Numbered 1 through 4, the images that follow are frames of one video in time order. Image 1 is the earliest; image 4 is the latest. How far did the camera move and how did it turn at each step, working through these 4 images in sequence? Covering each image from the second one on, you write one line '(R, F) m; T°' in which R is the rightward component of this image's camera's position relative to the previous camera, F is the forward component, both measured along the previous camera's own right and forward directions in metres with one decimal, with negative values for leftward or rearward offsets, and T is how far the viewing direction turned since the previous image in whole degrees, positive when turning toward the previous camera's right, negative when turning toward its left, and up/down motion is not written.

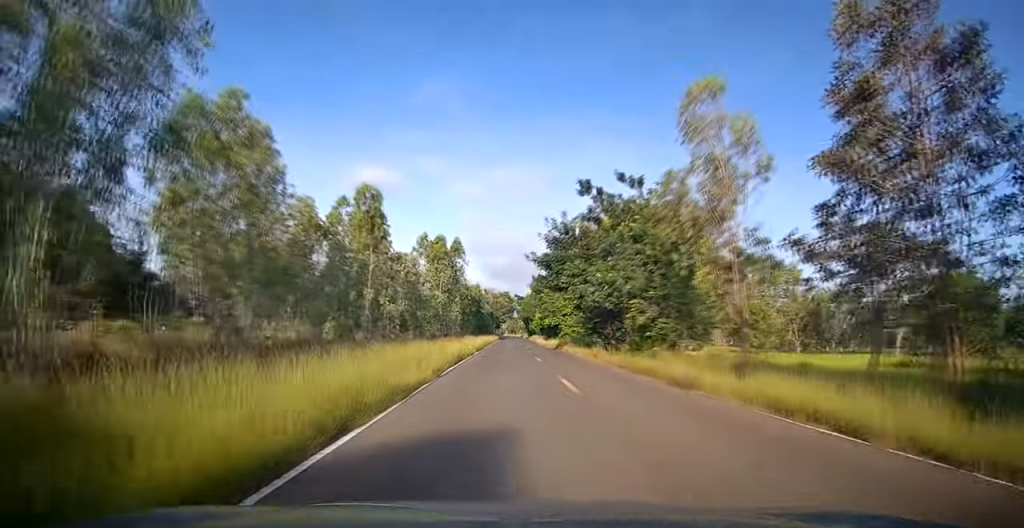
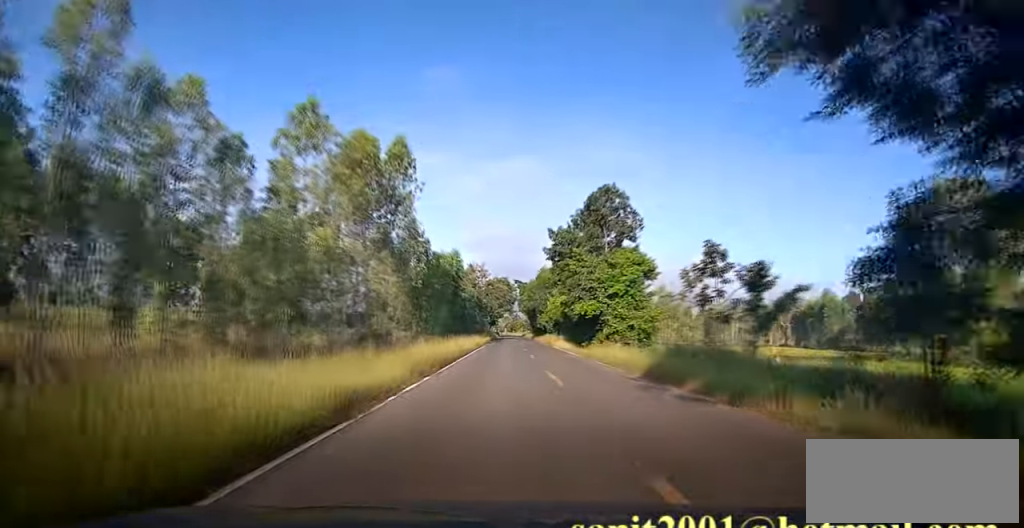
(-0.3, +34.9) m; 0°
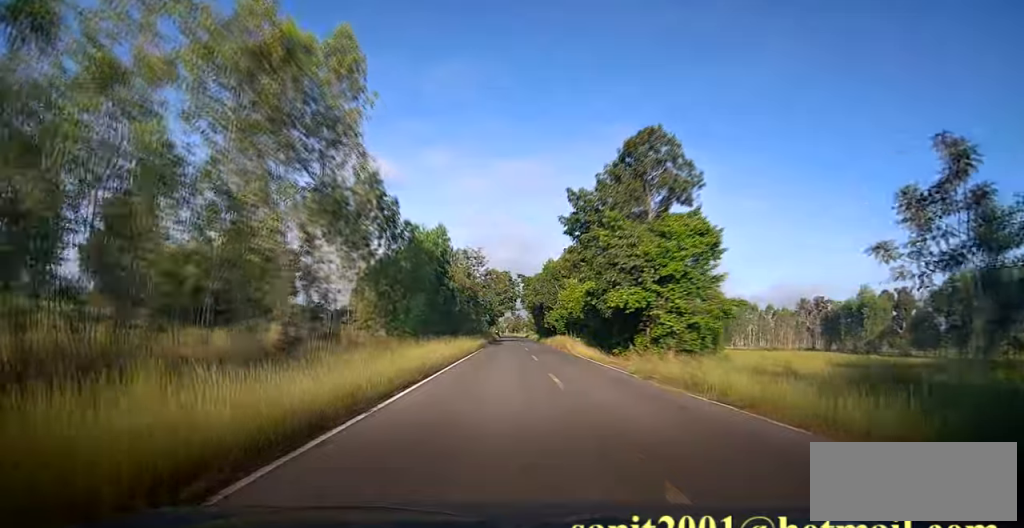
(+0.1, +12.5) m; 0°
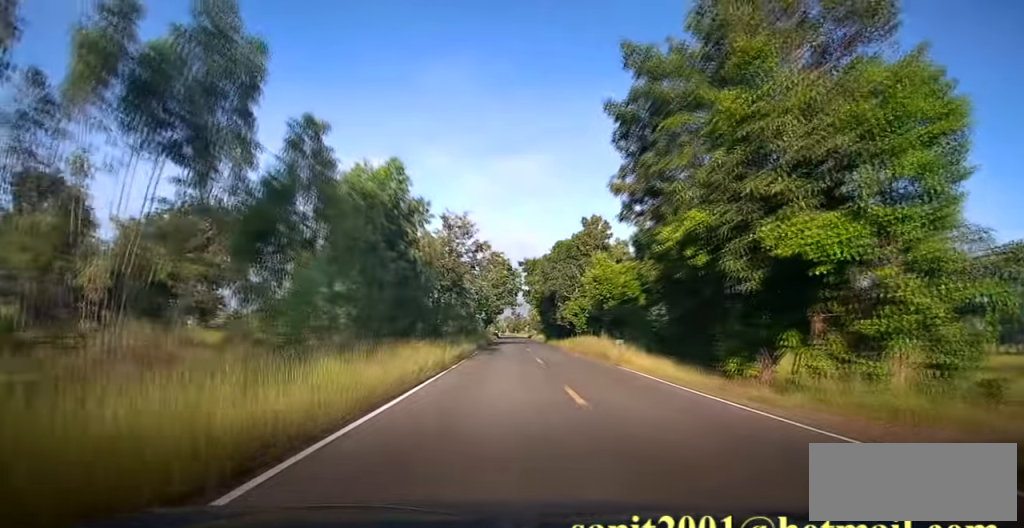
(0.0, +16.3) m; 0°
